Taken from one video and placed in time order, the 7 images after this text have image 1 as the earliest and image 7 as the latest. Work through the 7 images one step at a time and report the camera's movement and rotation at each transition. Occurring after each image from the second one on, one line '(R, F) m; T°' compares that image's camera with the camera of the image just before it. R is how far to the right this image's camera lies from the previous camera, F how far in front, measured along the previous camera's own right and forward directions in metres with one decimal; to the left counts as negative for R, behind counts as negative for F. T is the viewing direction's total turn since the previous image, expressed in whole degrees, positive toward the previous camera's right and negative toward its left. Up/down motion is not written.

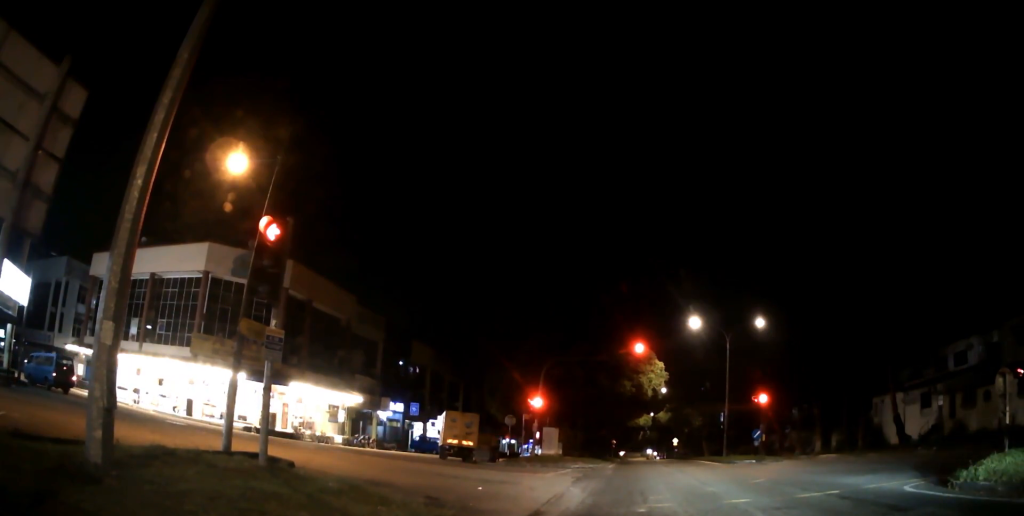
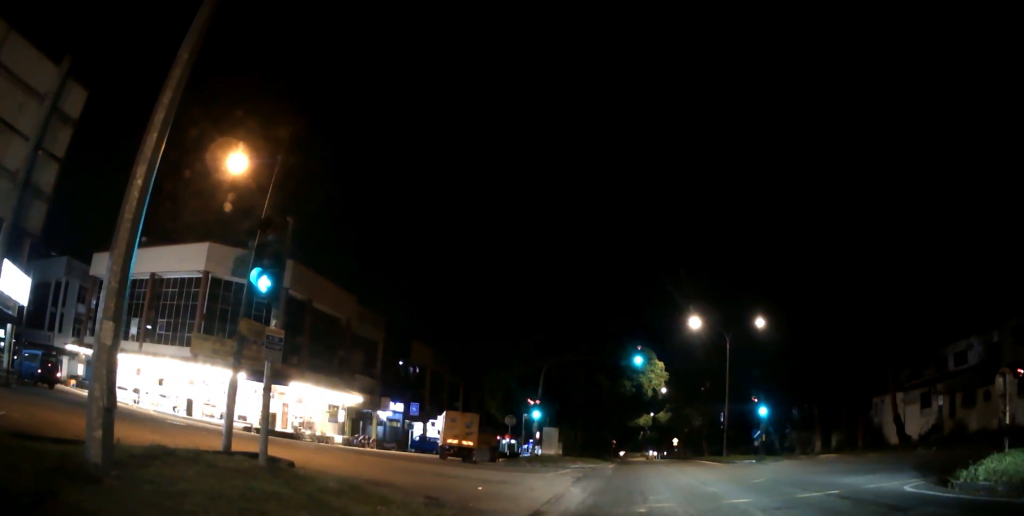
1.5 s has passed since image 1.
(0.0, +0.3) m; 0°
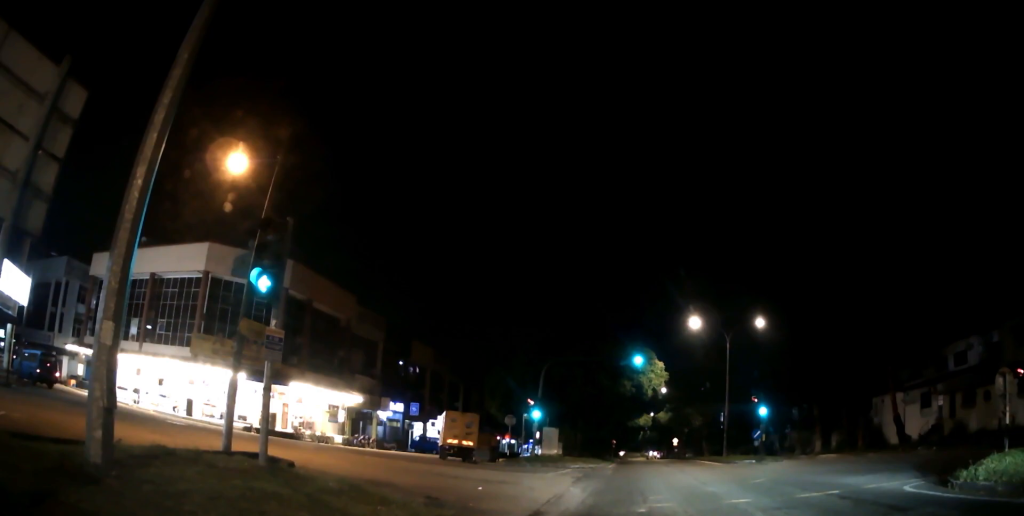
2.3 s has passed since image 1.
(0.0, +0.3) m; 0°
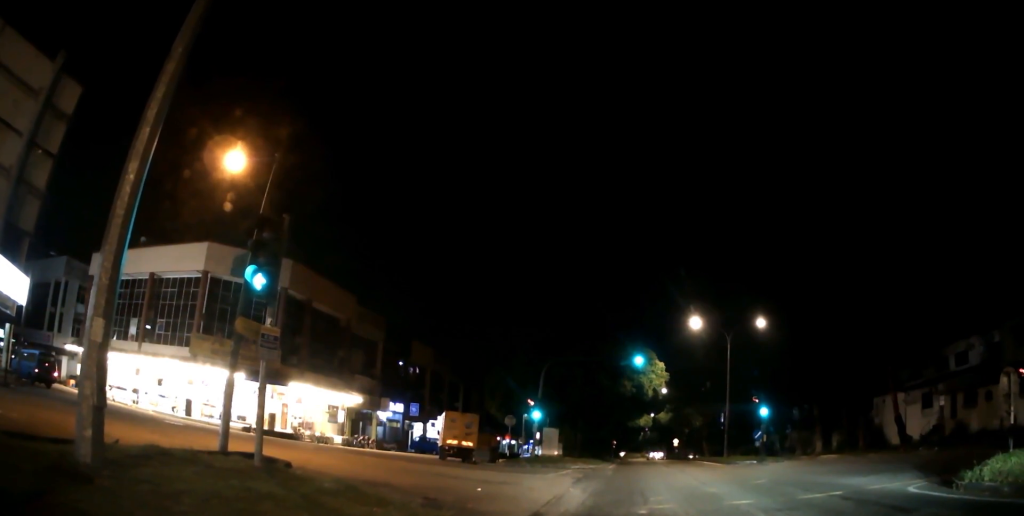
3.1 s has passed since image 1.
(0.0, +0.3) m; 0°
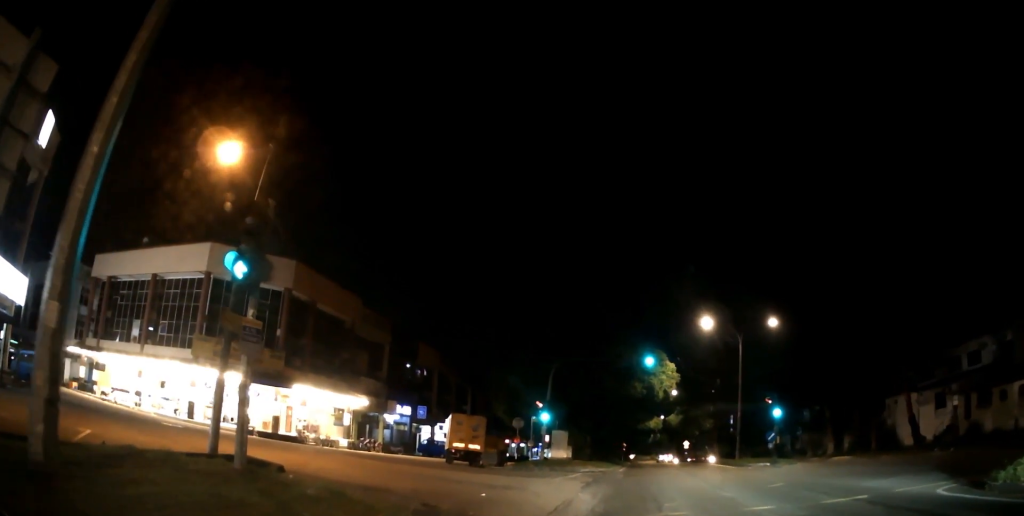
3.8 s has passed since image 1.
(0.0, +0.4) m; 0°
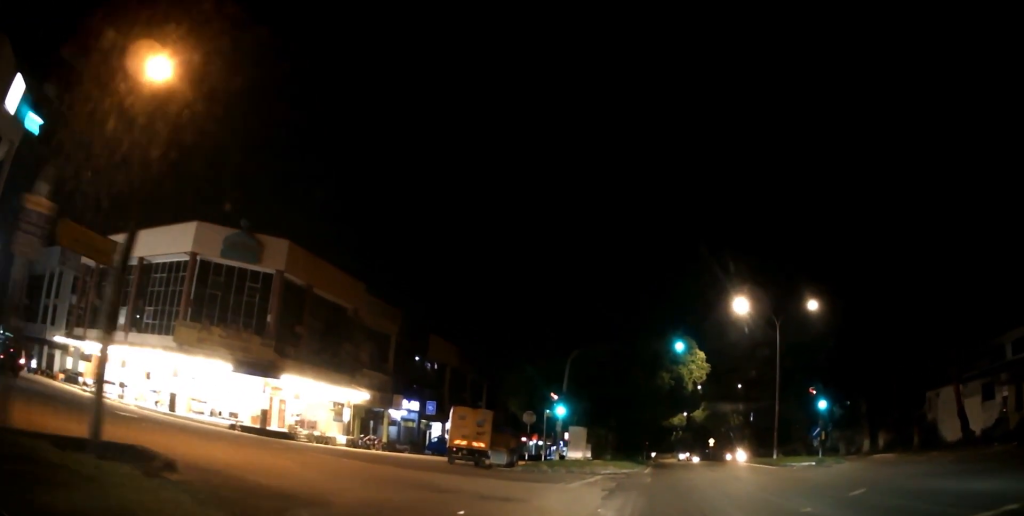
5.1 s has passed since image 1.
(-0.1, +4.2) m; -2°
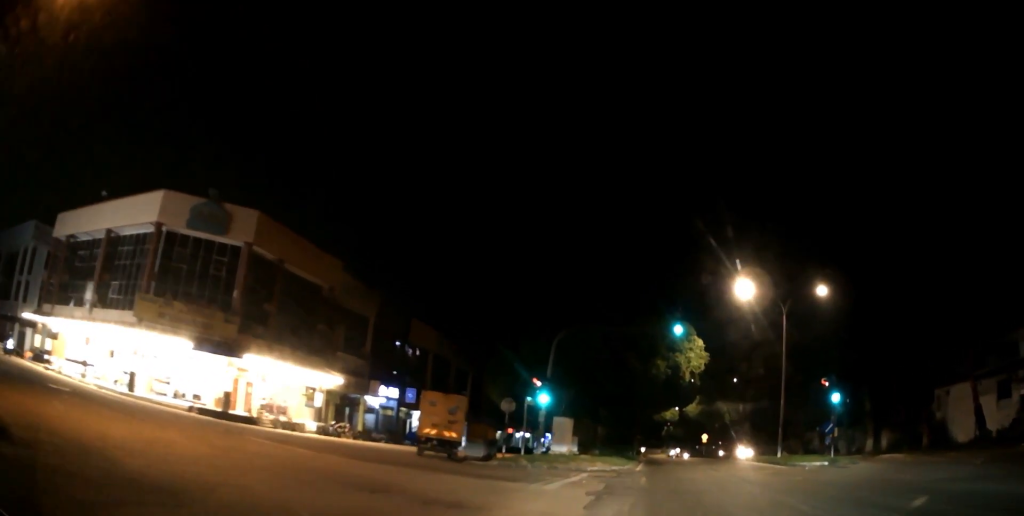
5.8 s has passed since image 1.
(0.0, +3.2) m; 0°
